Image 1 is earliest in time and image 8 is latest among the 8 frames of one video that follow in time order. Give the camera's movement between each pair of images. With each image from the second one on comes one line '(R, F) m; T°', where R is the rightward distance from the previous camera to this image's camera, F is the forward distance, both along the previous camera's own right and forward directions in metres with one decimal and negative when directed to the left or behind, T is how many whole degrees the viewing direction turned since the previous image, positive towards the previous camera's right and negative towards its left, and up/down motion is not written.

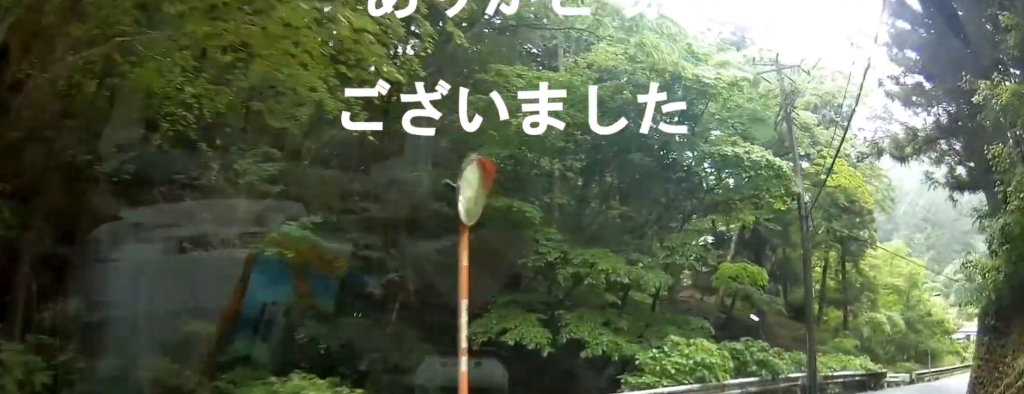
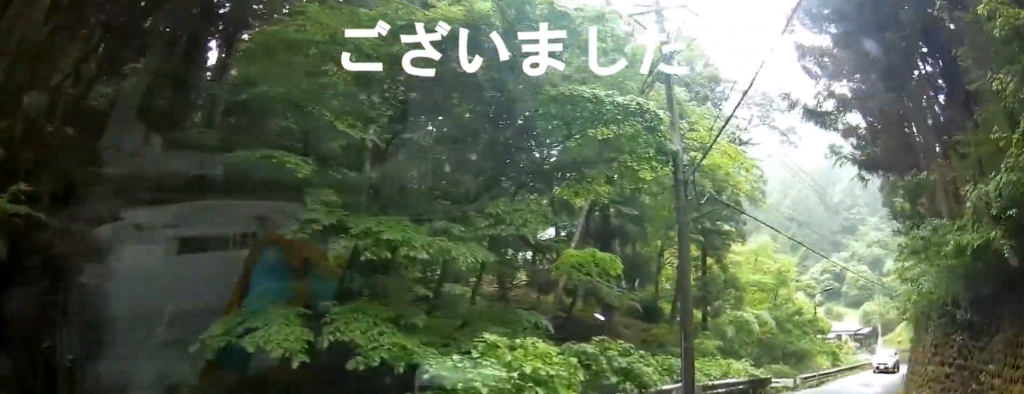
(+0.3, +4.7) m; +7°
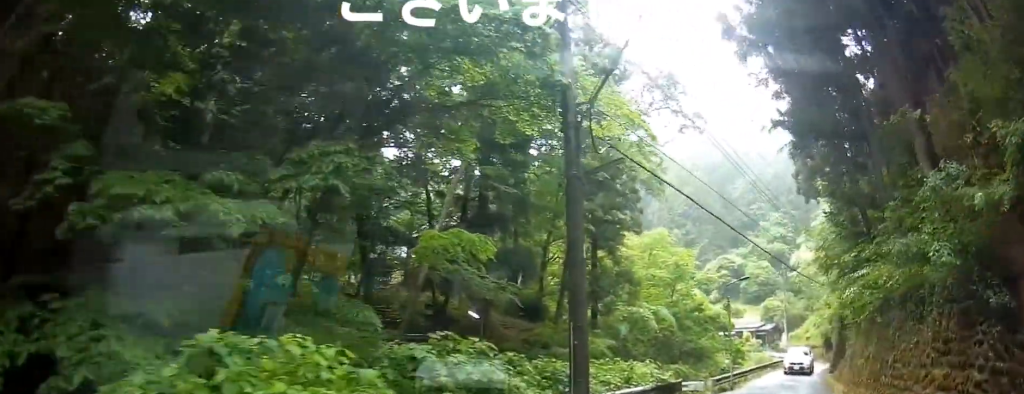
(+0.1, +3.9) m; +6°
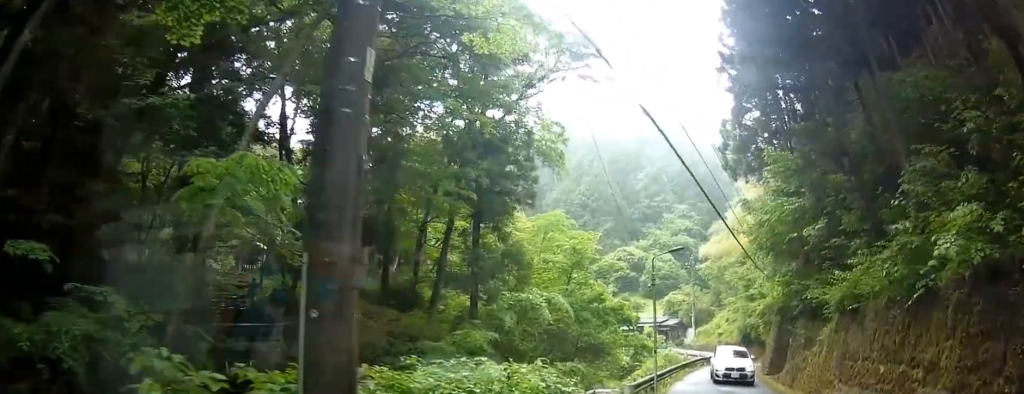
(+0.9, +6.7) m; +13°
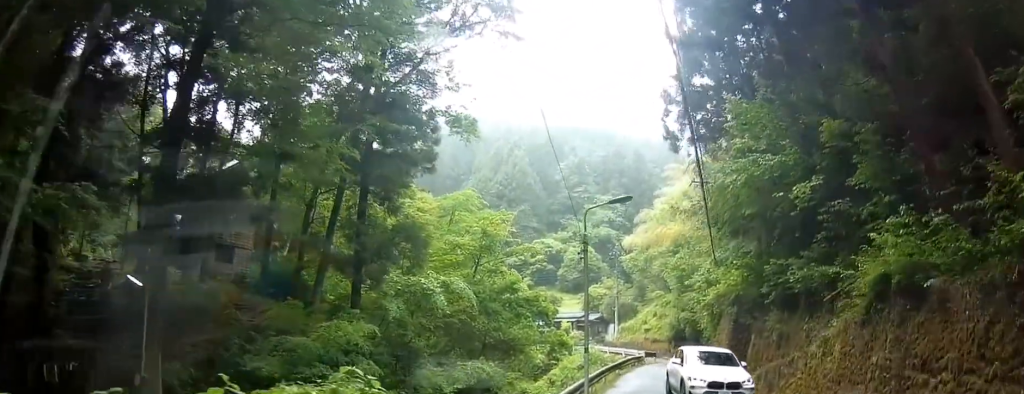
(+0.4, +6.7) m; +4°
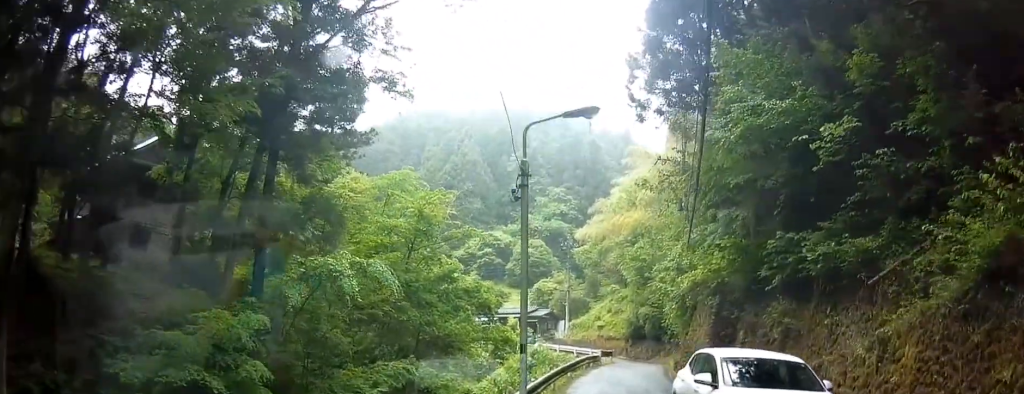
(+0.3, +6.3) m; +13°
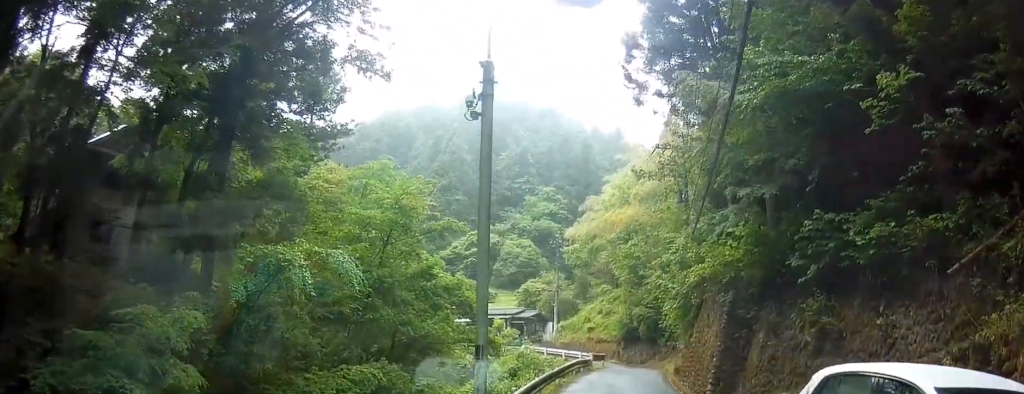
(+1.0, +7.0) m; +8°
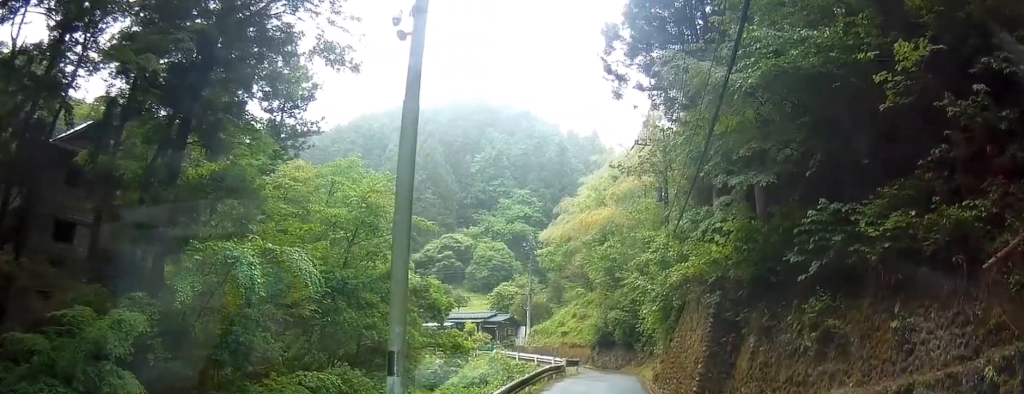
(0.0, +5.0) m; +6°
